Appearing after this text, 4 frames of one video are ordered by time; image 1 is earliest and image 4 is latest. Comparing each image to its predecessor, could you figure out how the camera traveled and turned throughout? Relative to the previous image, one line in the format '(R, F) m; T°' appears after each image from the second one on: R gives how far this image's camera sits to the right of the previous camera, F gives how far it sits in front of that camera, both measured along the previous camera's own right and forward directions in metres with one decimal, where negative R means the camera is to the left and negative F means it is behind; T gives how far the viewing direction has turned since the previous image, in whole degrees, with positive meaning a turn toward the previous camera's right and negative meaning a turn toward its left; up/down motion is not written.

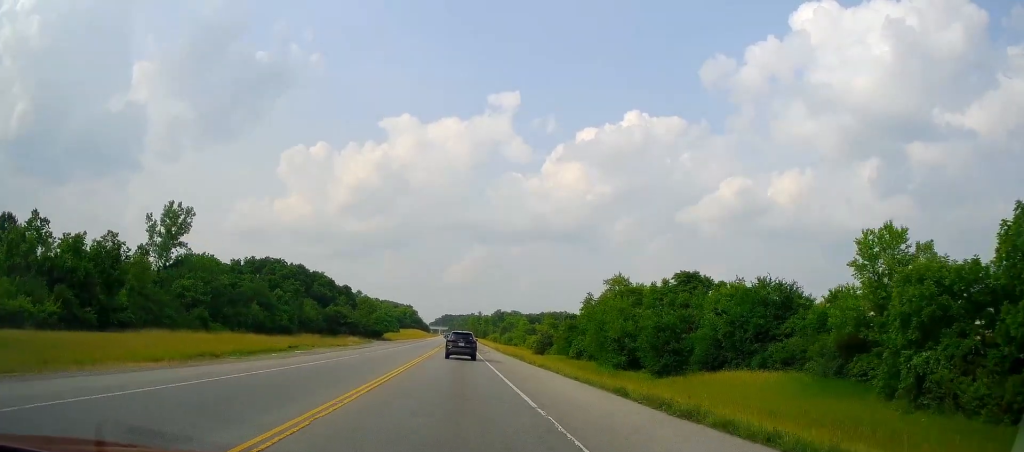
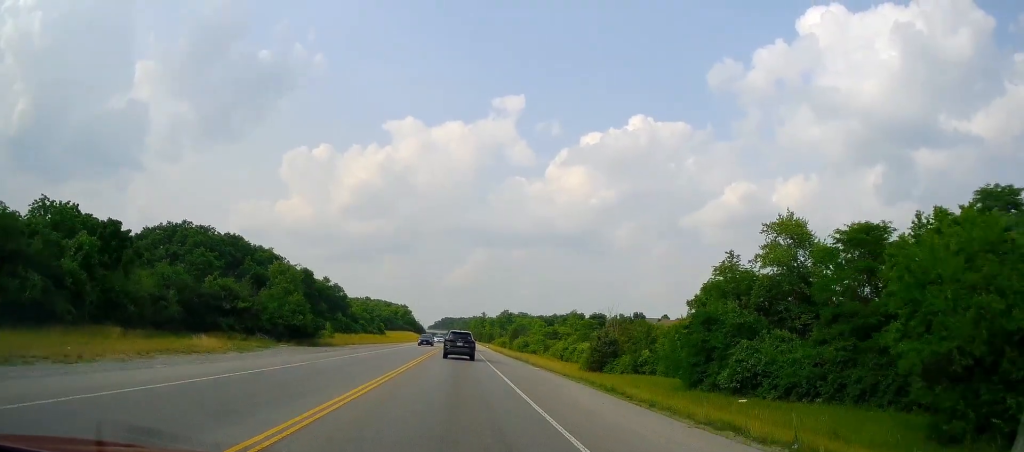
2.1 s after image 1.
(+0.8, +55.7) m; +1°
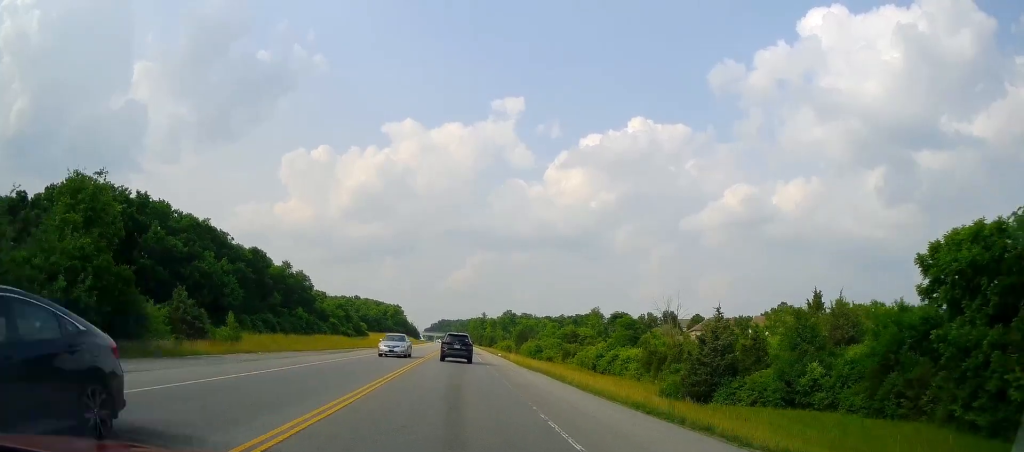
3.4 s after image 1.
(-0.4, +36.4) m; -2°
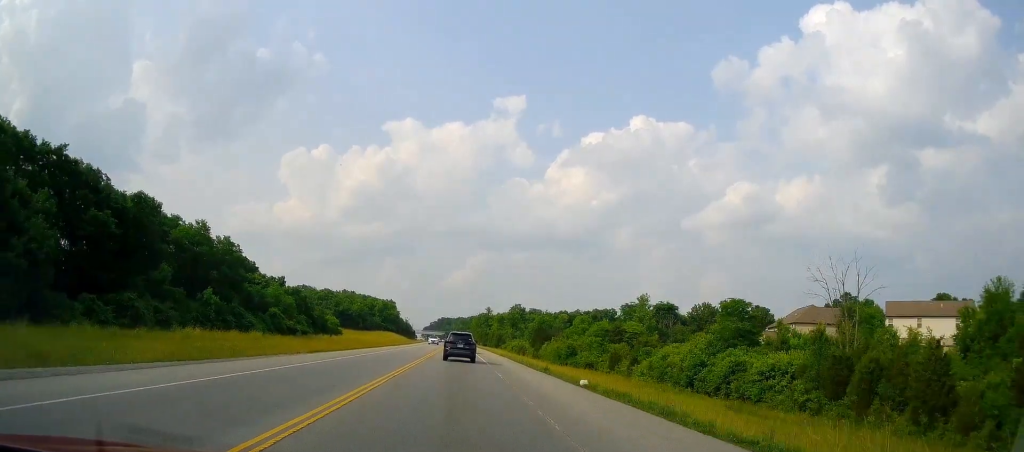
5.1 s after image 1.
(-0.8, +43.6) m; 0°
